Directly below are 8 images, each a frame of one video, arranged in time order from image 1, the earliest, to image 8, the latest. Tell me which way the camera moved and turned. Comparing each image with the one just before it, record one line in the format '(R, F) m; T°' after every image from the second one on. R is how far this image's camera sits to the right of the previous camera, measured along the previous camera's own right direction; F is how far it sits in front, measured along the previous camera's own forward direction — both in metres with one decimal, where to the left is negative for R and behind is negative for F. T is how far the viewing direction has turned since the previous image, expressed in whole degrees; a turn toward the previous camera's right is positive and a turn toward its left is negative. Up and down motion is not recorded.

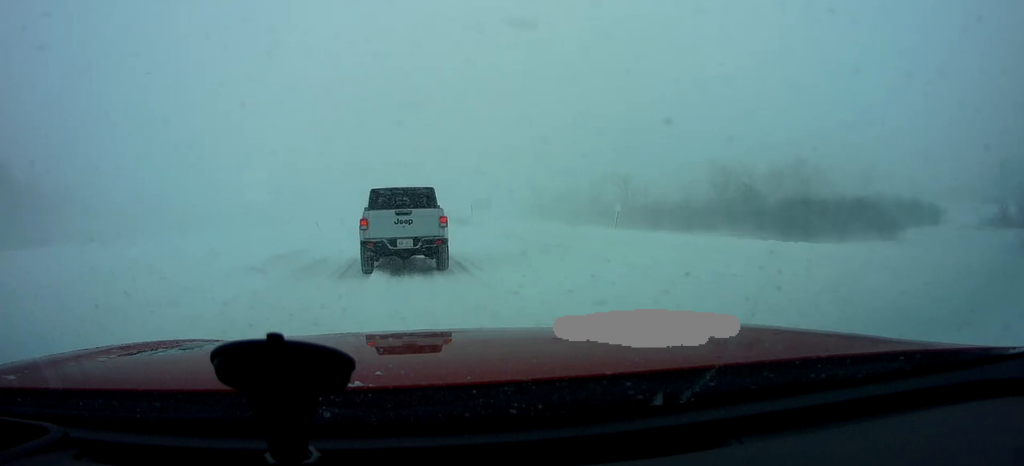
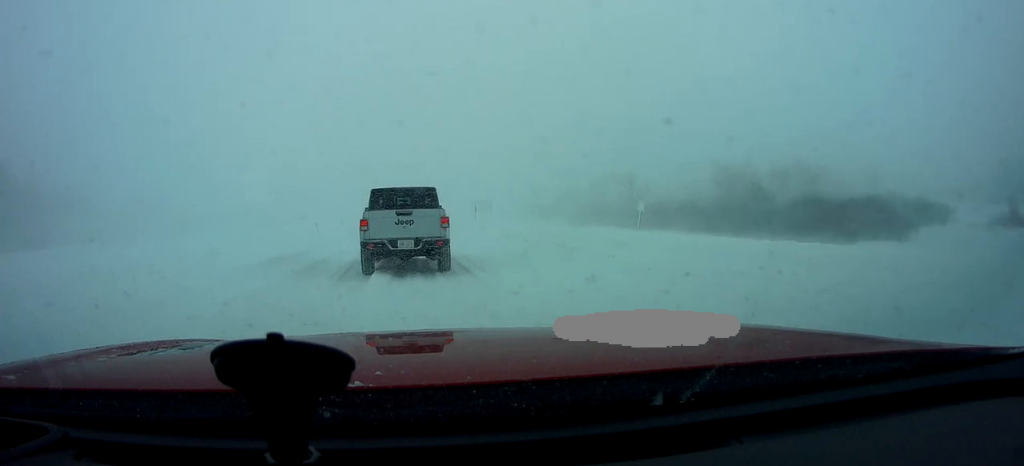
(0.0, +1.6) m; 0°
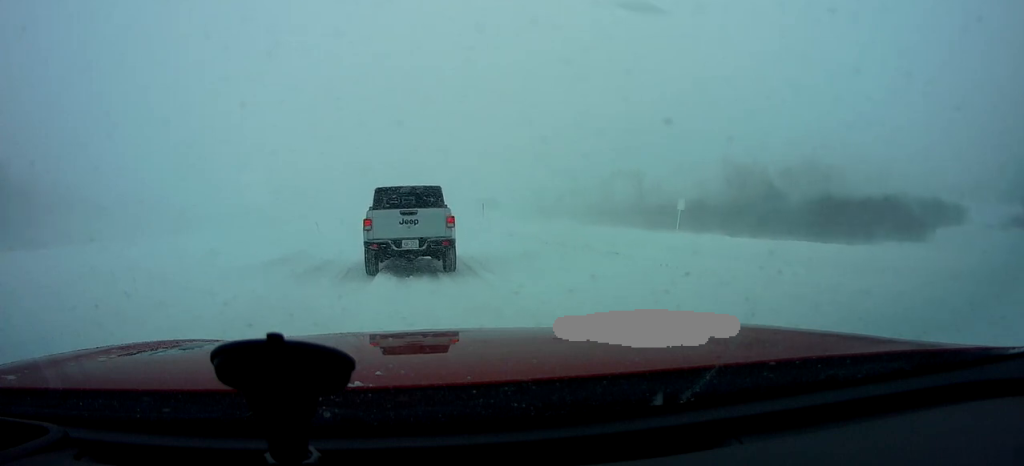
(0.0, +1.7) m; 0°
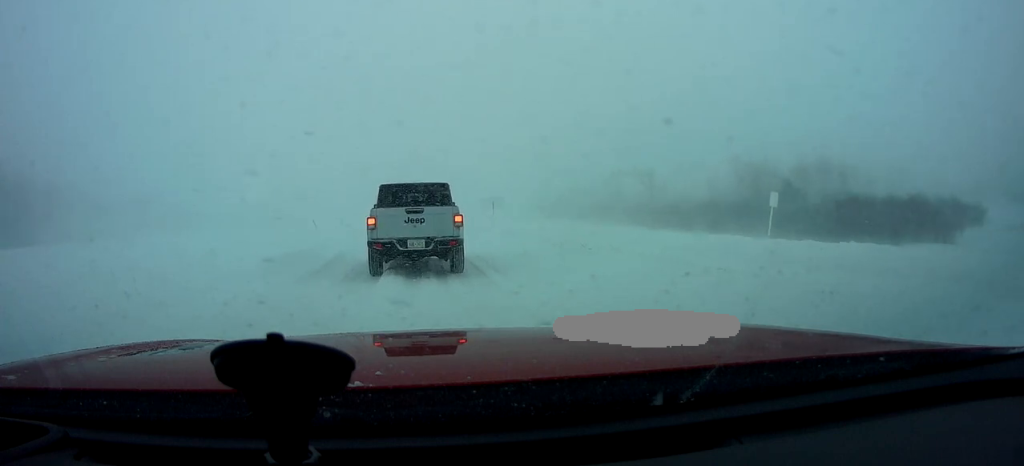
(0.0, +2.8) m; 0°
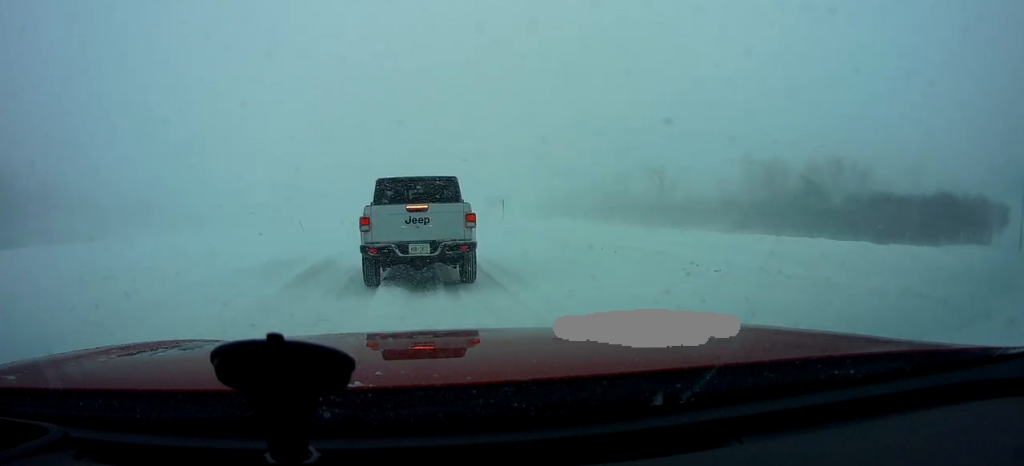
(0.0, +6.1) m; 0°
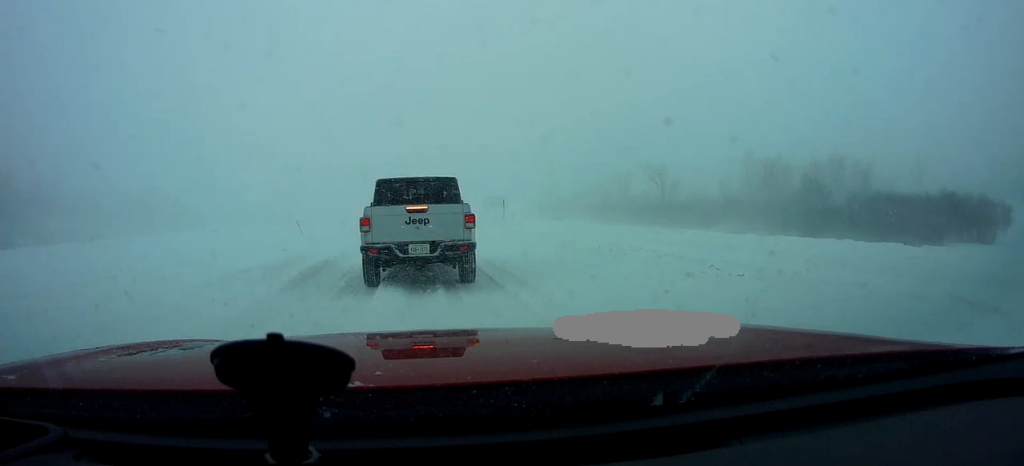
(0.0, +1.5) m; 0°
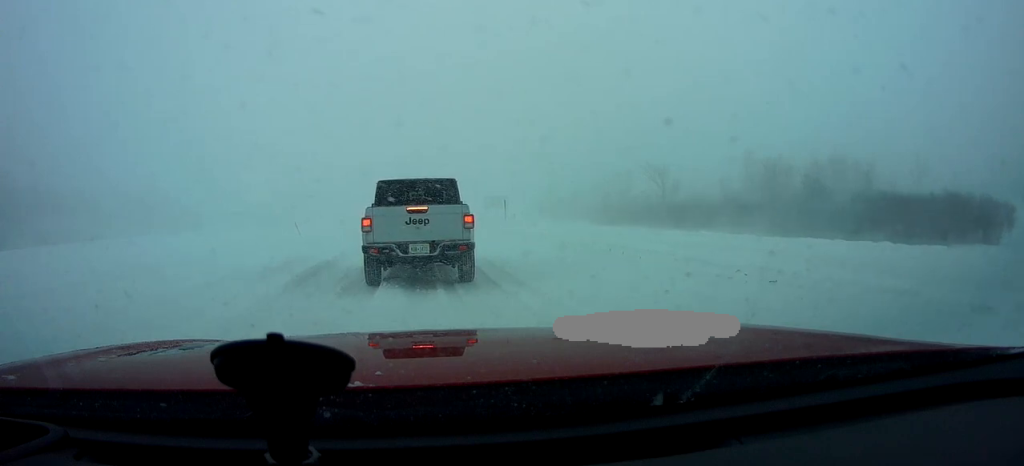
(0.0, +1.6) m; 0°
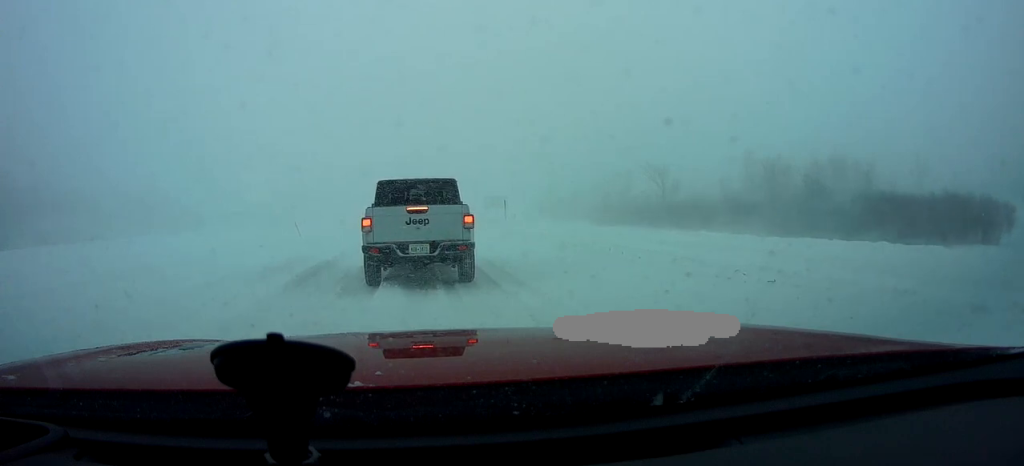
(0.0, +0.7) m; 0°
